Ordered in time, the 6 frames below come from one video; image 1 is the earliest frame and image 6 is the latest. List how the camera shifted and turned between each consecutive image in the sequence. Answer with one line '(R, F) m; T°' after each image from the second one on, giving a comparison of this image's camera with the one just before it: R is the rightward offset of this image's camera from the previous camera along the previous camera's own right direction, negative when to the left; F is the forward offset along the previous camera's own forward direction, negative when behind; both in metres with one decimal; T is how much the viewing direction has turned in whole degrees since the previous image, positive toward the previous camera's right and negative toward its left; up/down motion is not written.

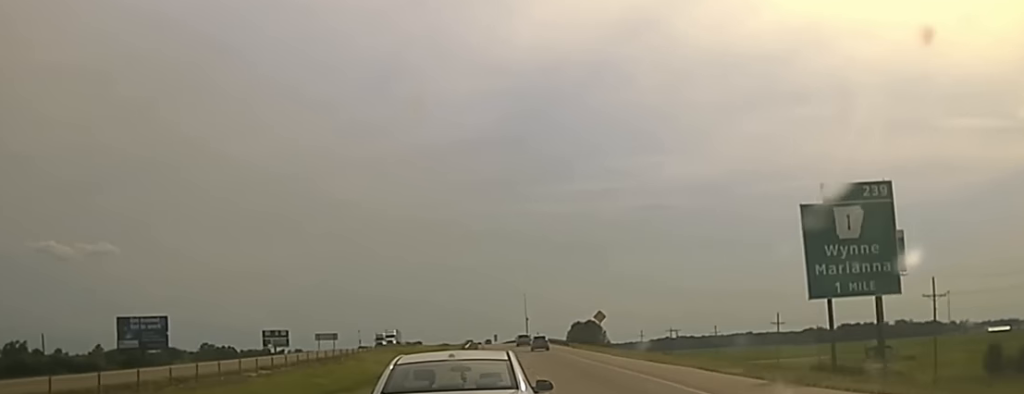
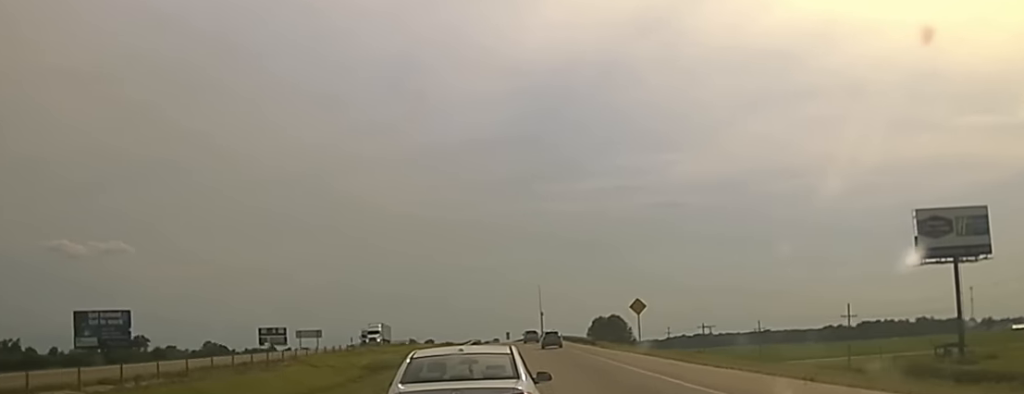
(-0.3, +32.5) m; 0°
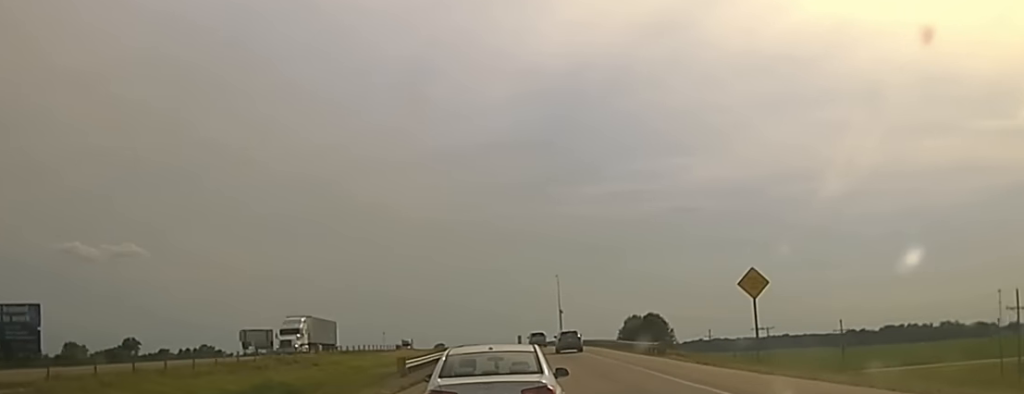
(-0.1, +45.2) m; -1°
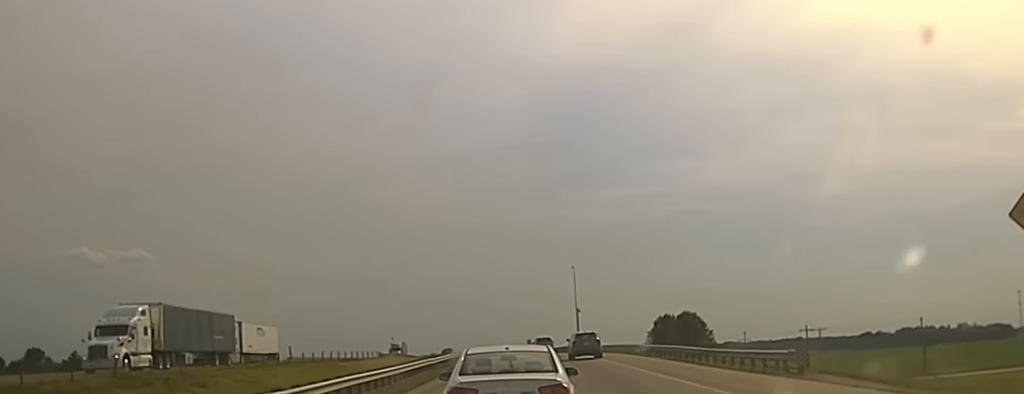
(+0.2, +29.8) m; -1°
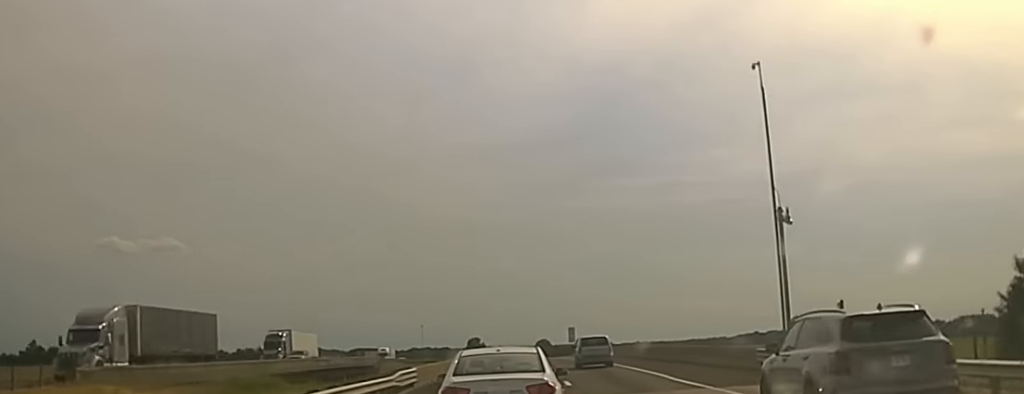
(-2.2, +104.3) m; -2°
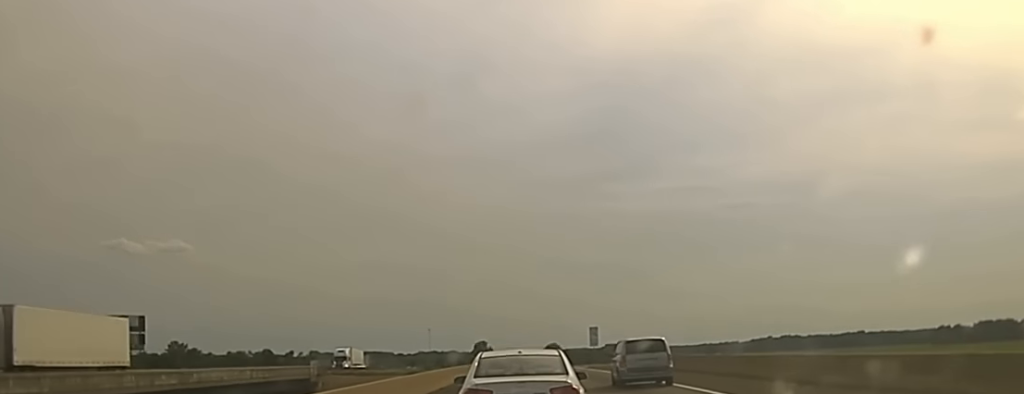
(-0.4, +43.1) m; -1°
